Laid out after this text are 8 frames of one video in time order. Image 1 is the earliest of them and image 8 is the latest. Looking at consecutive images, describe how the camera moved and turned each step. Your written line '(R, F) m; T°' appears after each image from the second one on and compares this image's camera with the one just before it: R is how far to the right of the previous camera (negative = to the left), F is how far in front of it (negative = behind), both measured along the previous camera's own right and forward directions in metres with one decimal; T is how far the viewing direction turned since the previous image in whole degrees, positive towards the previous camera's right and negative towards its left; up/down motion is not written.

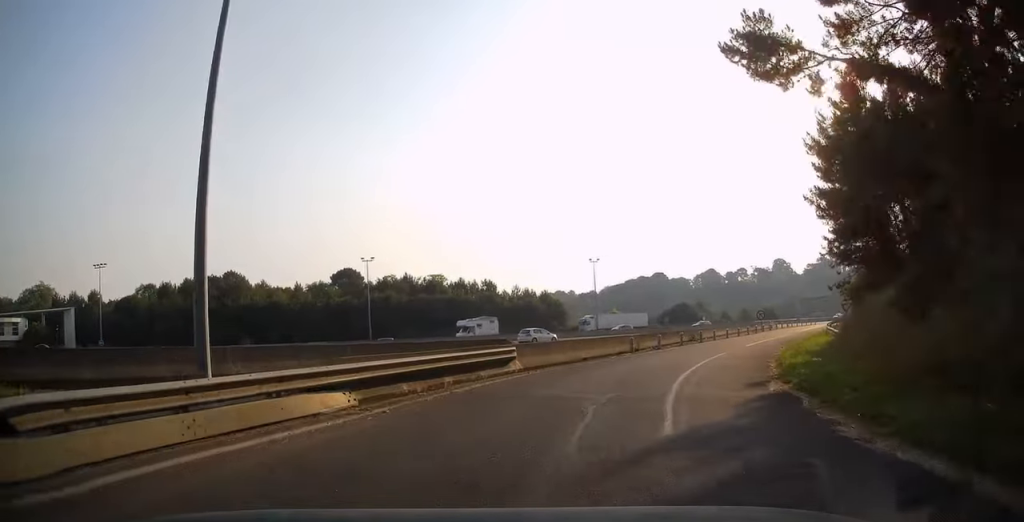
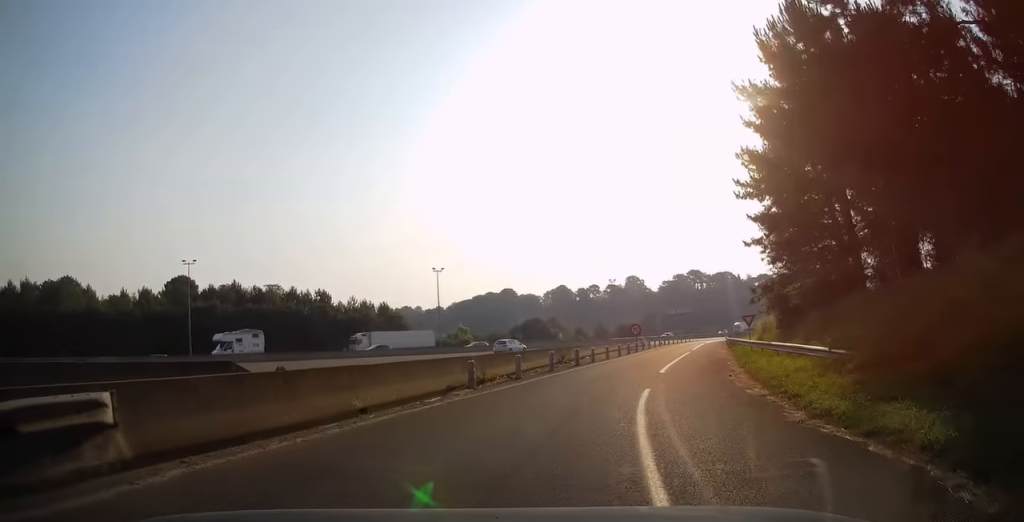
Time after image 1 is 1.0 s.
(+1.9, +13.9) m; +12°
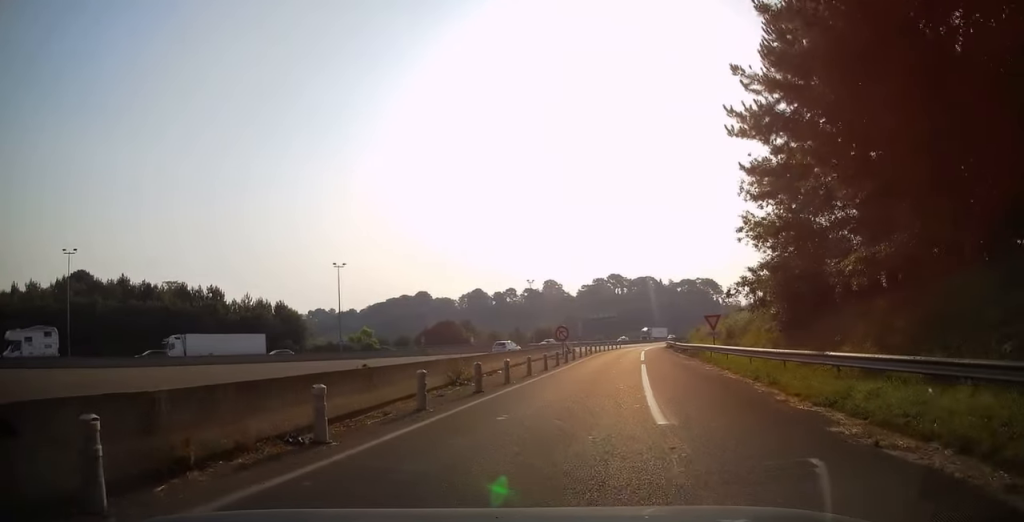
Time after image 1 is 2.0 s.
(+0.8, +13.0) m; +6°
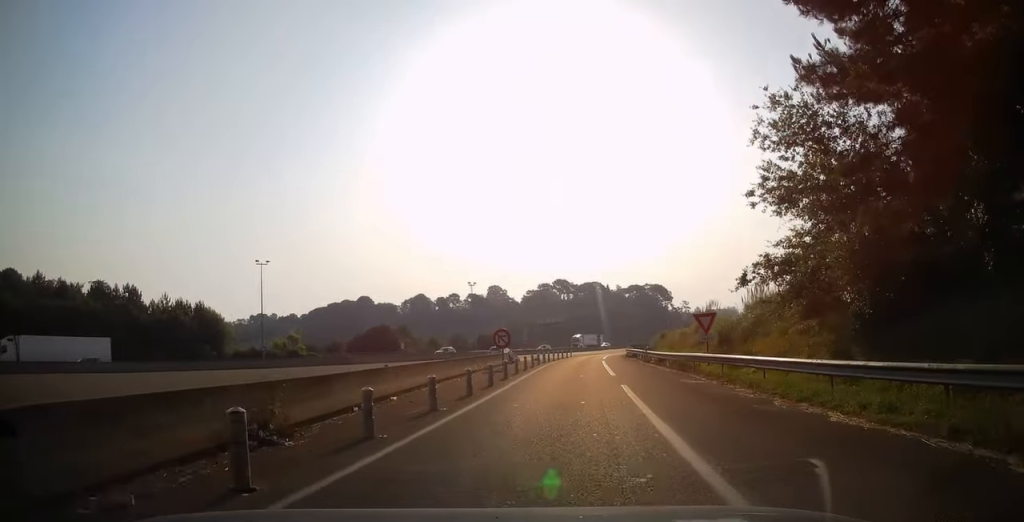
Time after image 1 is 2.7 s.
(+0.5, +11.3) m; +2°
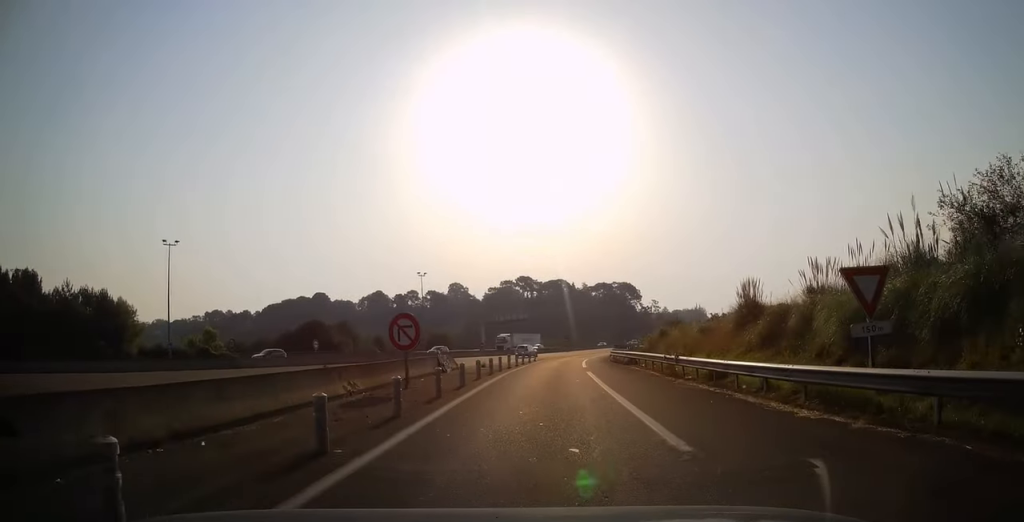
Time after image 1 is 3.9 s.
(+0.2, +18.4) m; +3°
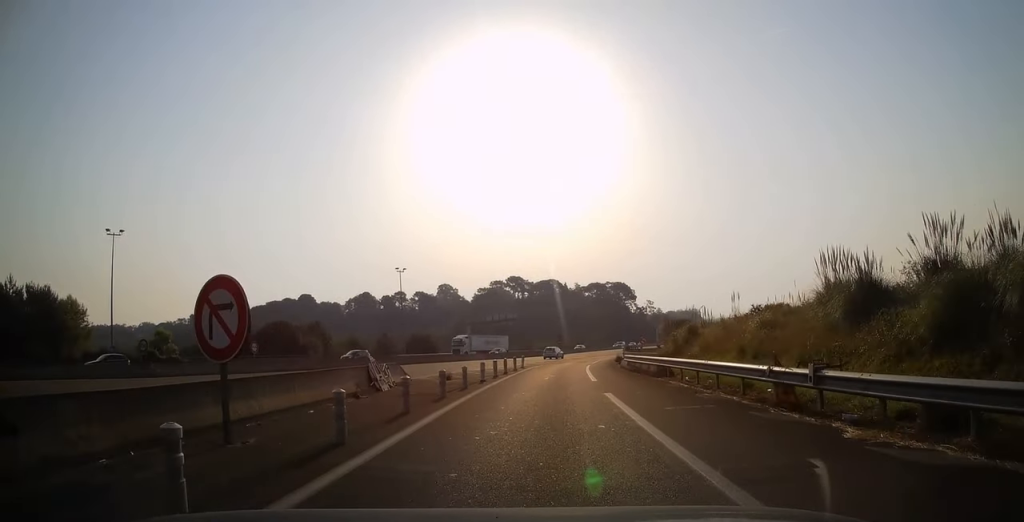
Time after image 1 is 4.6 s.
(+0.3, +11.5) m; +1°
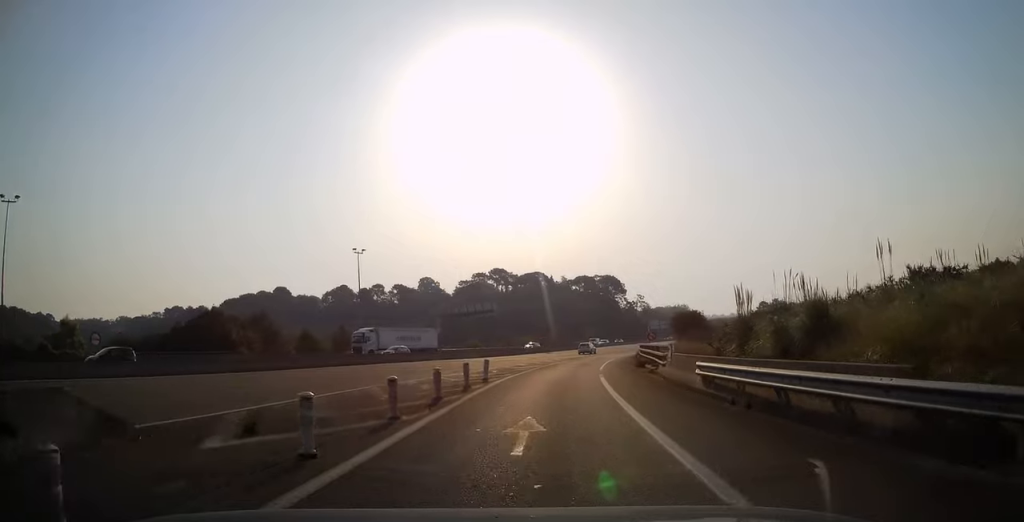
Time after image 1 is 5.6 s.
(0.0, +17.8) m; +1°
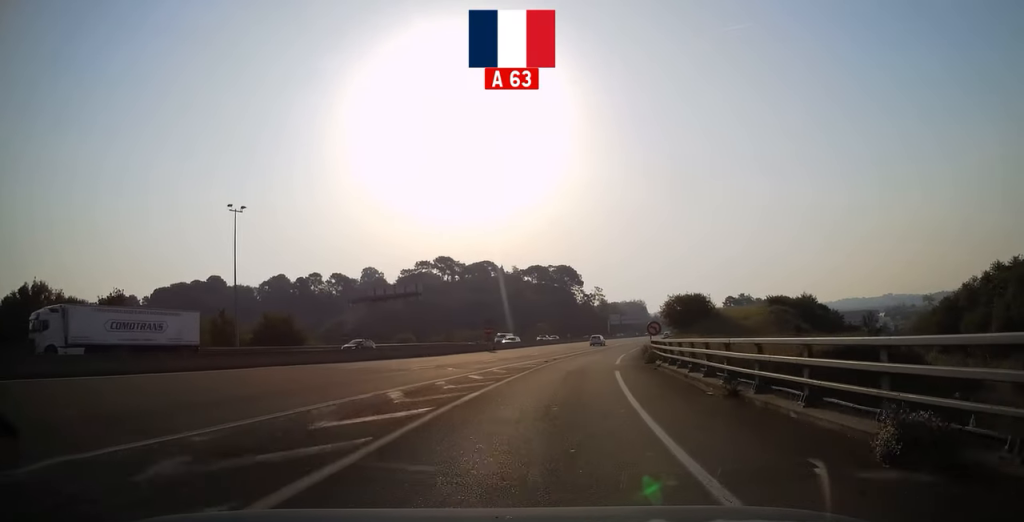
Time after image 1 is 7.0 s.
(+0.9, +27.1) m; +5°
